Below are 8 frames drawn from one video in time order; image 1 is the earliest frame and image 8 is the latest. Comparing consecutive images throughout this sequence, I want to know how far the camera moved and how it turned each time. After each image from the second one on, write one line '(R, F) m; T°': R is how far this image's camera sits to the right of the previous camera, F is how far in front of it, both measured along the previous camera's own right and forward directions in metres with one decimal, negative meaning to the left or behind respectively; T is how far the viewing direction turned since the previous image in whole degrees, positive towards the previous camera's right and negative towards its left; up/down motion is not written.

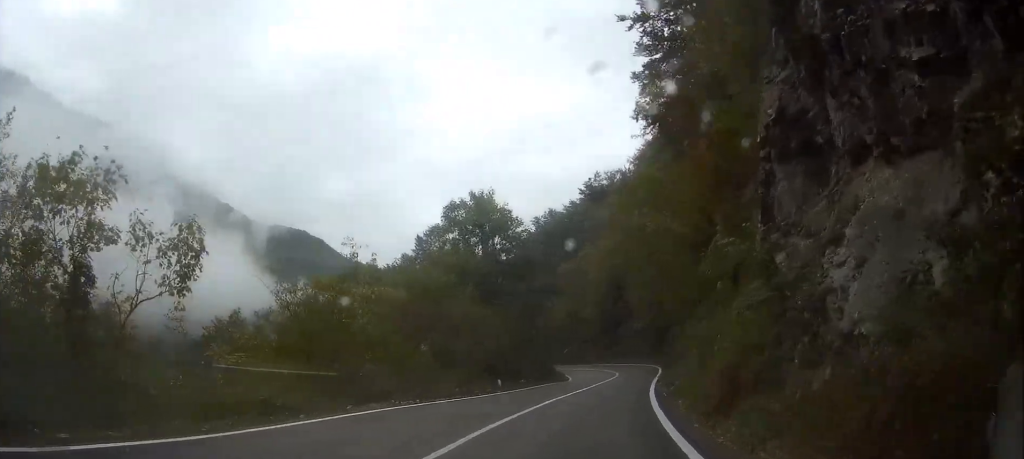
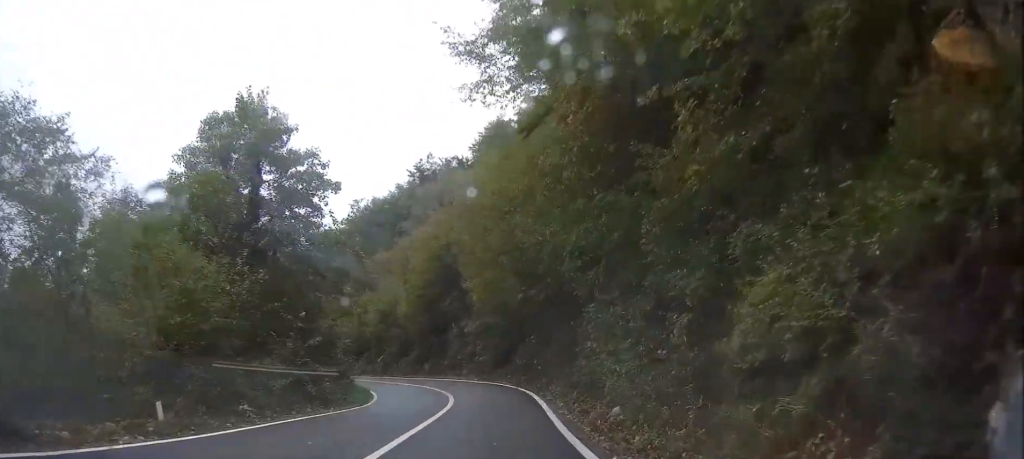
(+1.4, +19.4) m; +7°
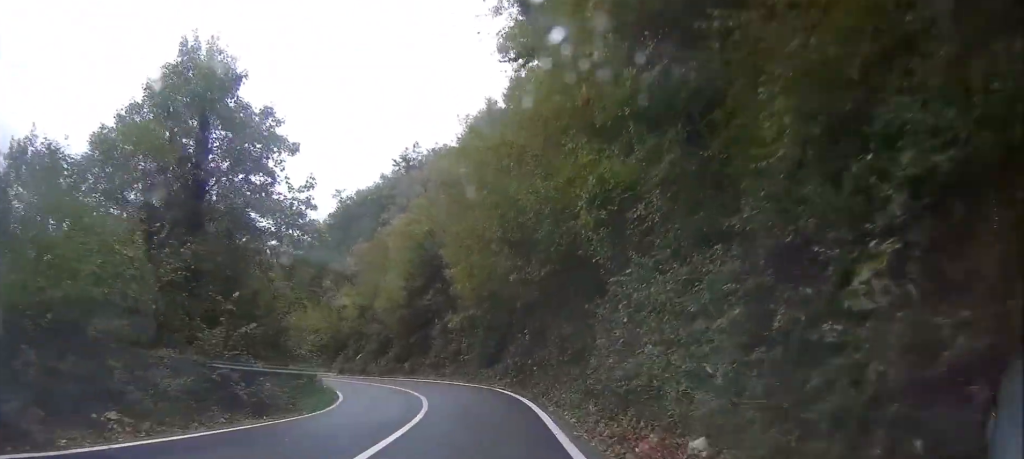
(0.0, +5.4) m; 0°
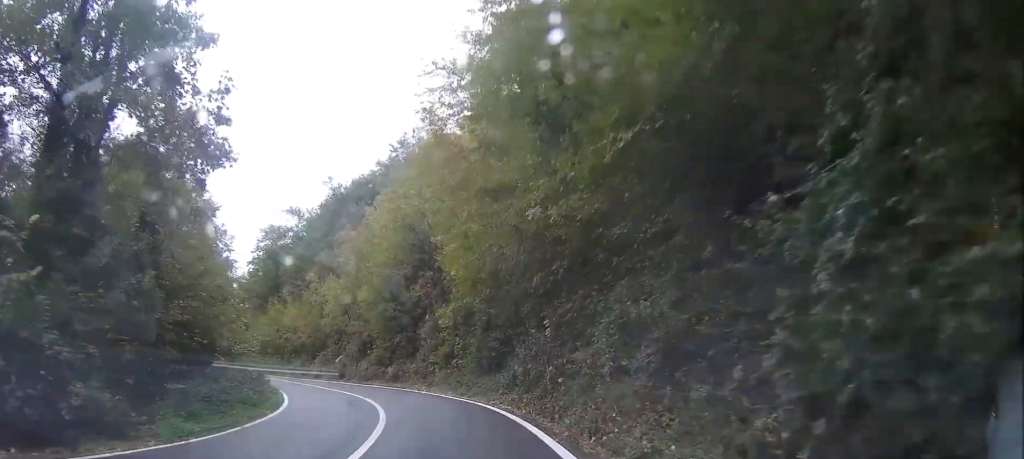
(+0.5, +9.8) m; -2°
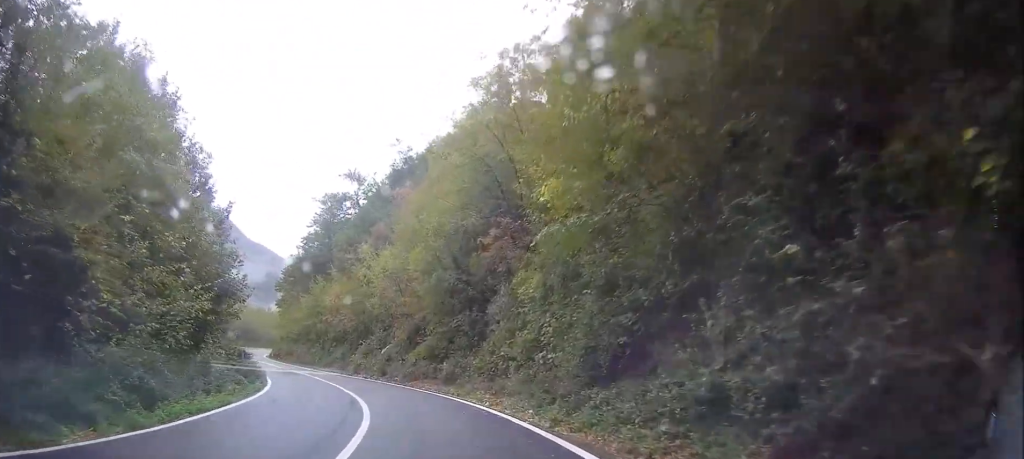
(-1.2, +15.5) m; -7°
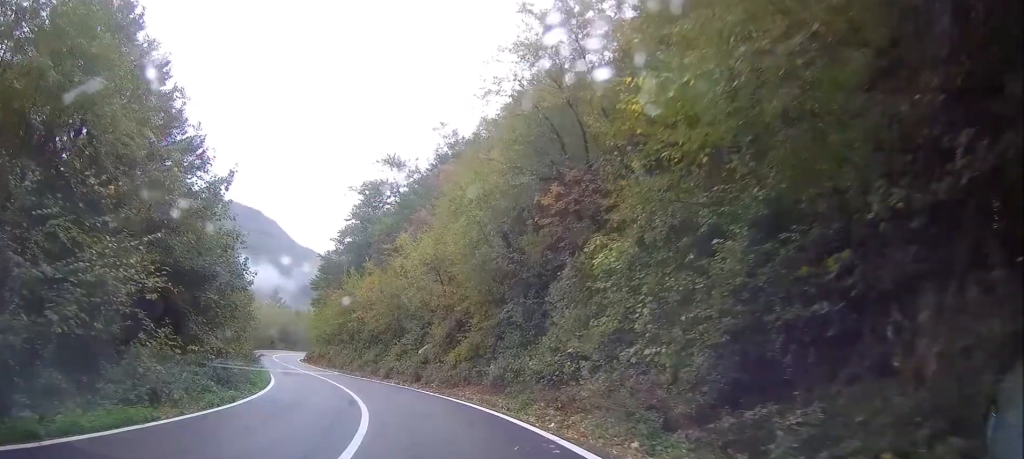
(+0.3, +7.5) m; -5°
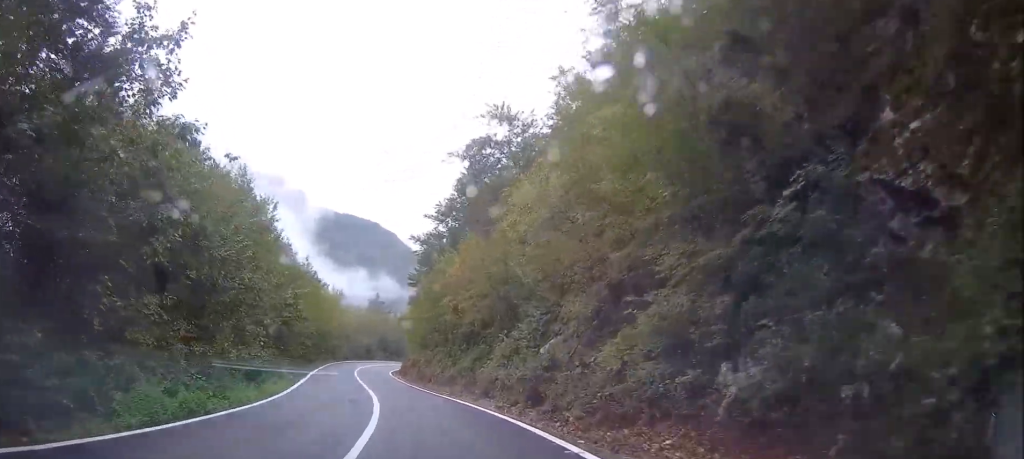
(-2.1, +17.4) m; -9°
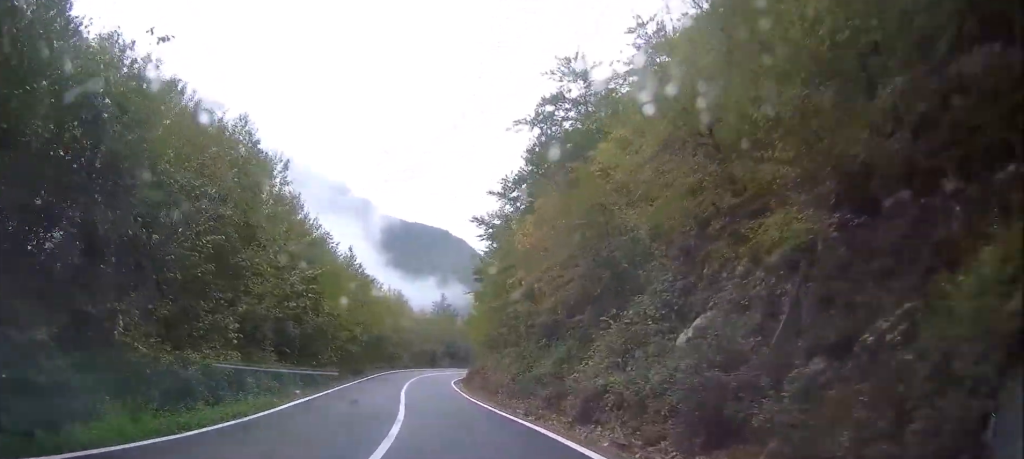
(+0.2, +10.4) m; -3°
